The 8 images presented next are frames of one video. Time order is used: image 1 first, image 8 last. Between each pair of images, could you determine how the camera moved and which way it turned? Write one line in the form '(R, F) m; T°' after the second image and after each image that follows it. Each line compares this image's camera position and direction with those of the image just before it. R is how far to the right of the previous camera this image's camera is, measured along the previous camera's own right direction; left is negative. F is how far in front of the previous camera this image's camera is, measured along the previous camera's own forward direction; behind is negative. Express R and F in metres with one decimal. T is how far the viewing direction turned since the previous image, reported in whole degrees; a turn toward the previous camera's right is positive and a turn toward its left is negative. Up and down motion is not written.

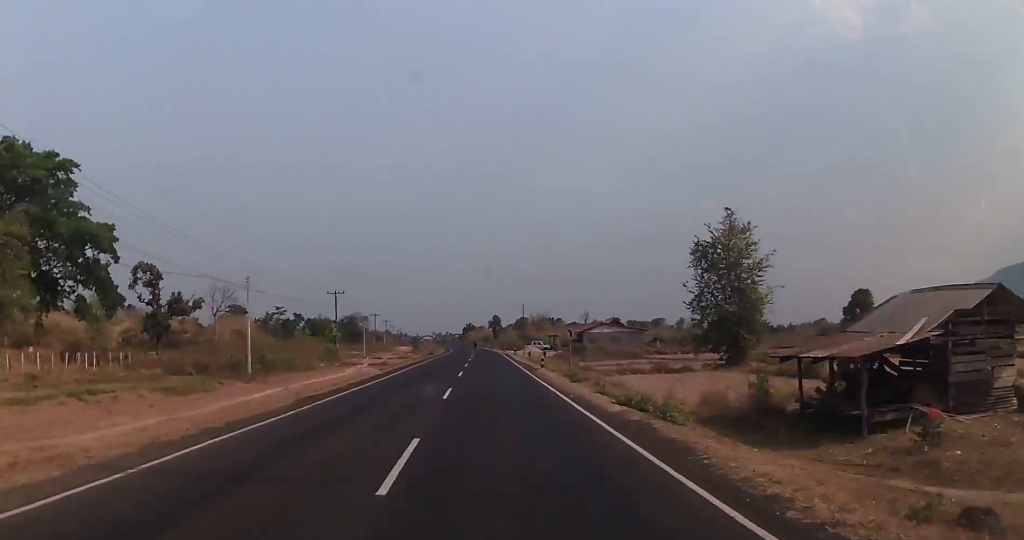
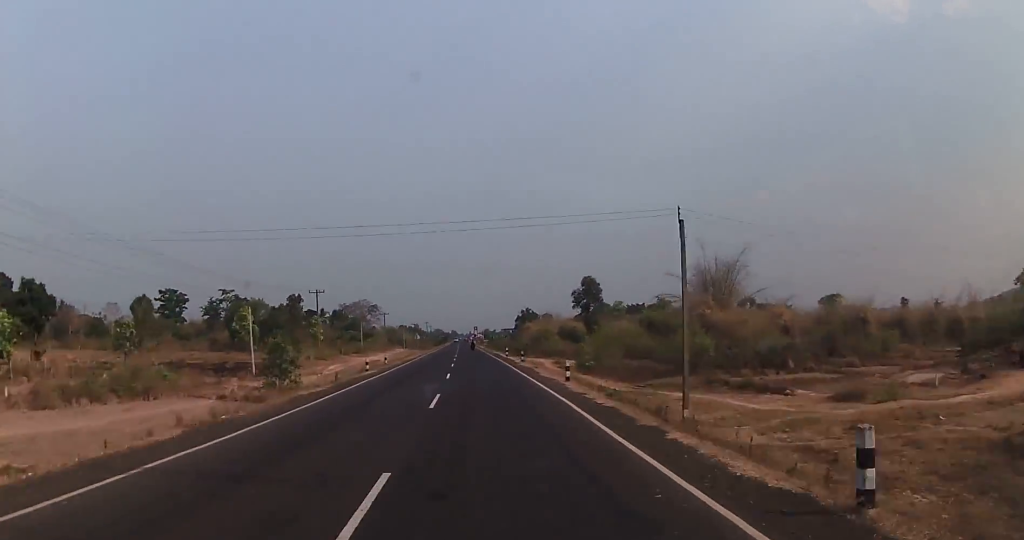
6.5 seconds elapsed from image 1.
(-4.0, +156.5) m; -4°
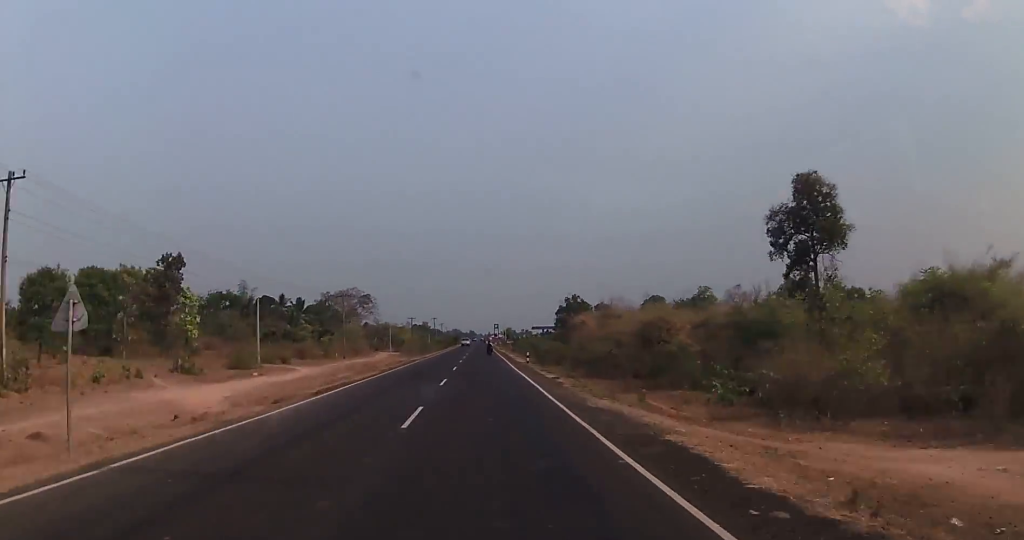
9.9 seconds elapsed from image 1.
(-2.0, +75.7) m; -2°
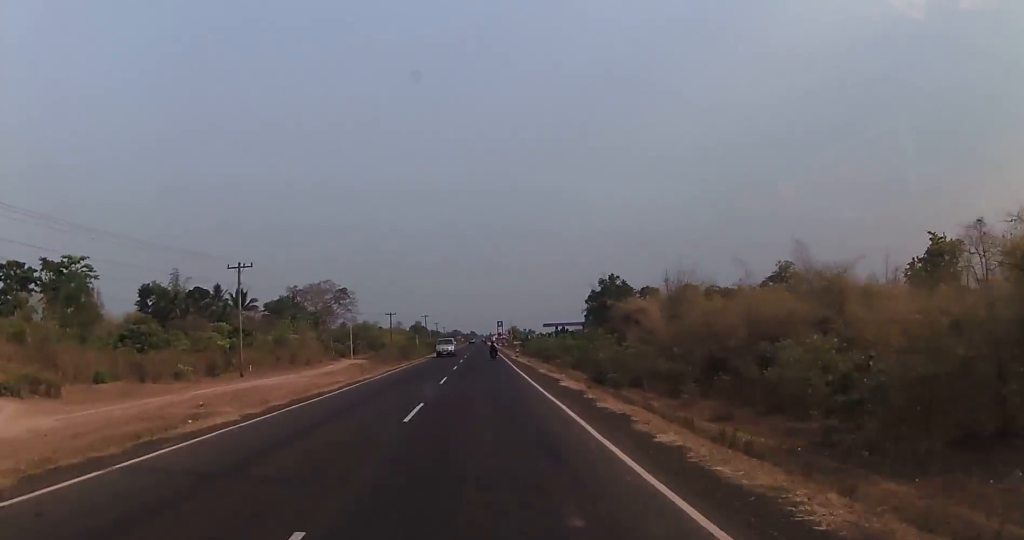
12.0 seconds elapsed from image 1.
(-0.5, +47.6) m; -1°
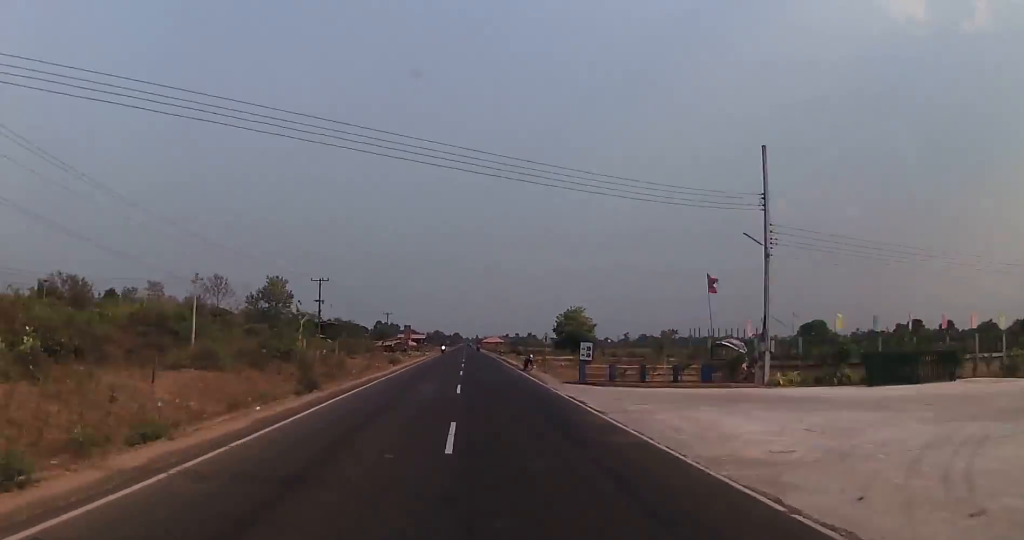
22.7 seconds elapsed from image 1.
(+0.8, +239.1) m; 0°
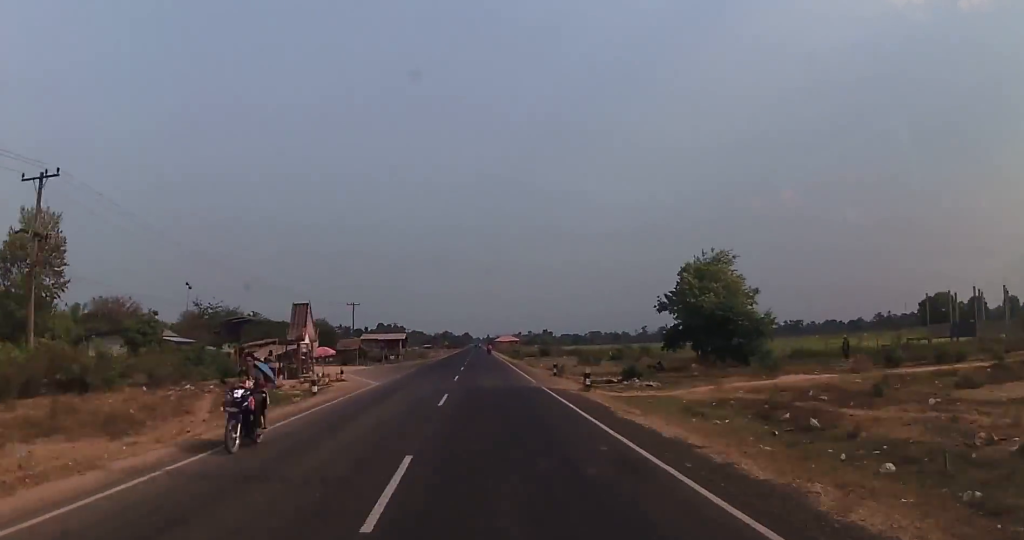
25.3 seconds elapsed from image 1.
(-0.5, +63.4) m; 0°
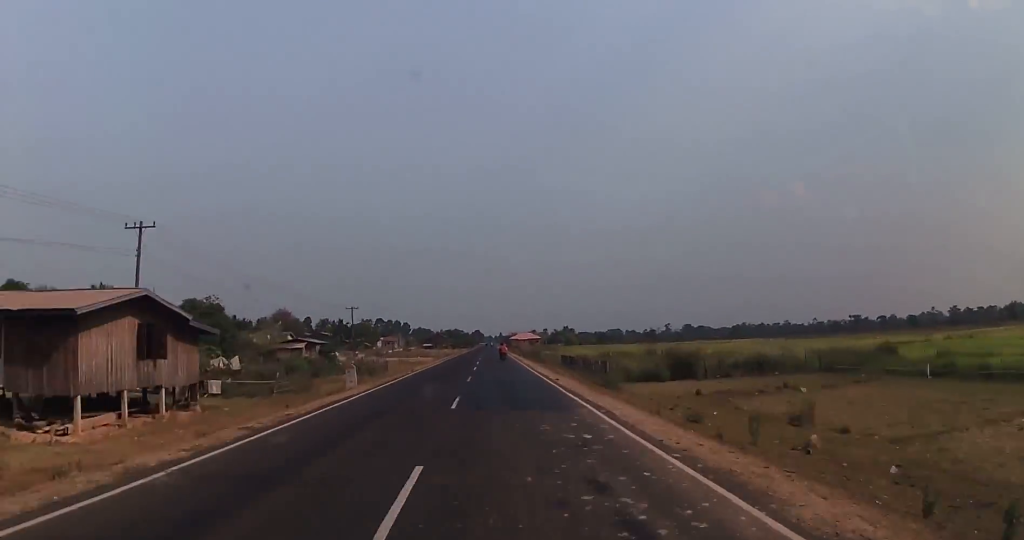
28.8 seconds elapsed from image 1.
(-0.6, +84.2) m; 0°
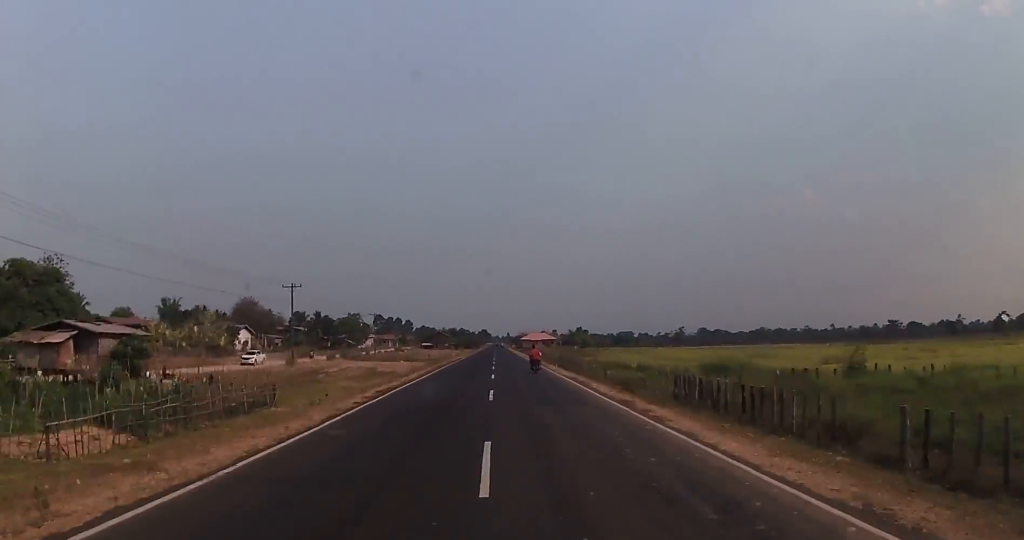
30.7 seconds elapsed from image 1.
(-0.3, +46.0) m; 0°
